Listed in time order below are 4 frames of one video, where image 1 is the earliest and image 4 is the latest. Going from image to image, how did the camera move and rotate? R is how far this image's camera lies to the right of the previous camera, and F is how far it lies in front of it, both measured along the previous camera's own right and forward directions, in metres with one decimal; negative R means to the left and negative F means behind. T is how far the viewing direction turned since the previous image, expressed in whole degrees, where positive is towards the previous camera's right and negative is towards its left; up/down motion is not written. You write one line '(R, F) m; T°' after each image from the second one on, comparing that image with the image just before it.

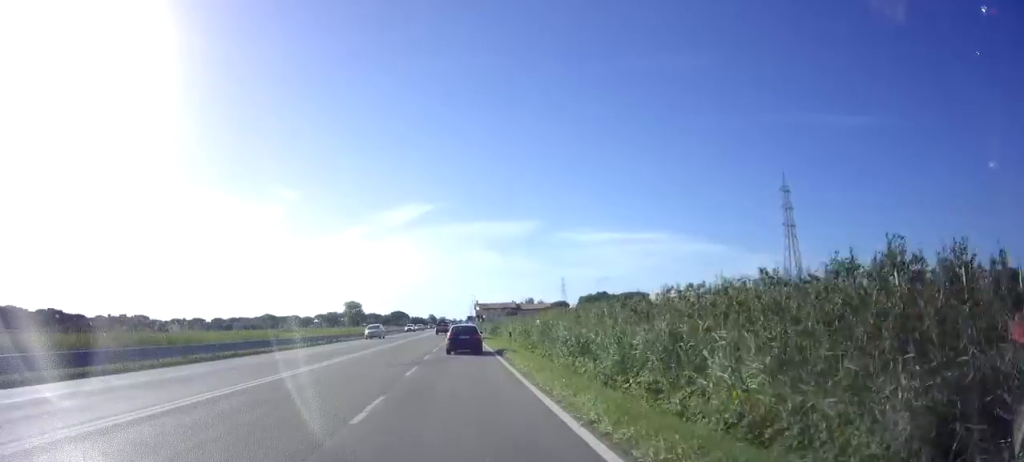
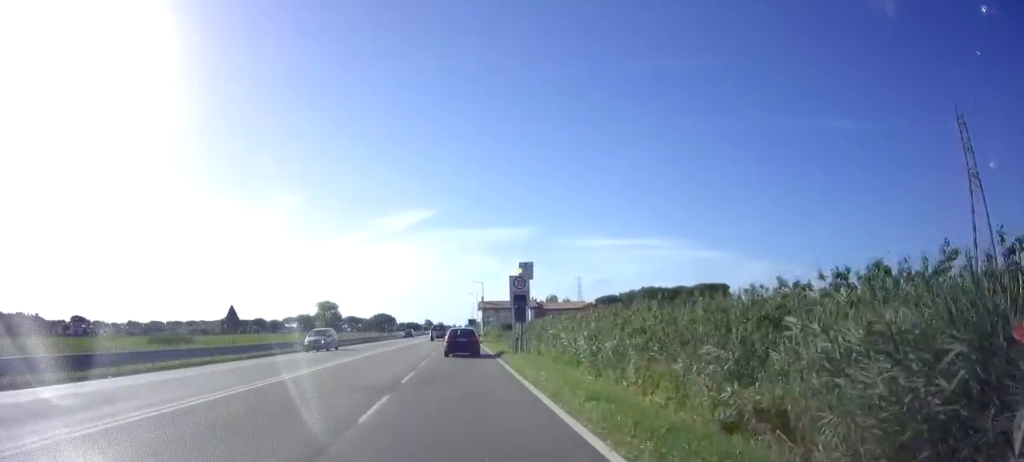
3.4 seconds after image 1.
(-0.3, +63.8) m; 0°
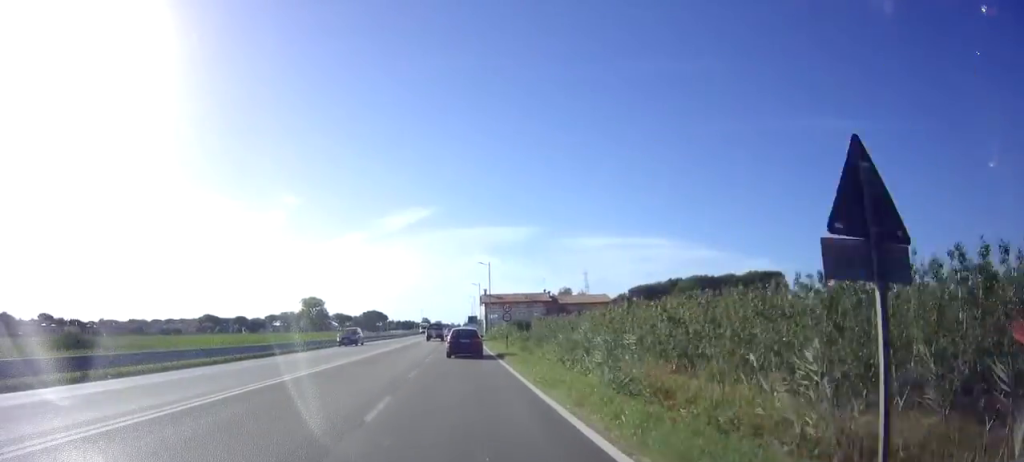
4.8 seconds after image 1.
(0.0, +26.1) m; 0°
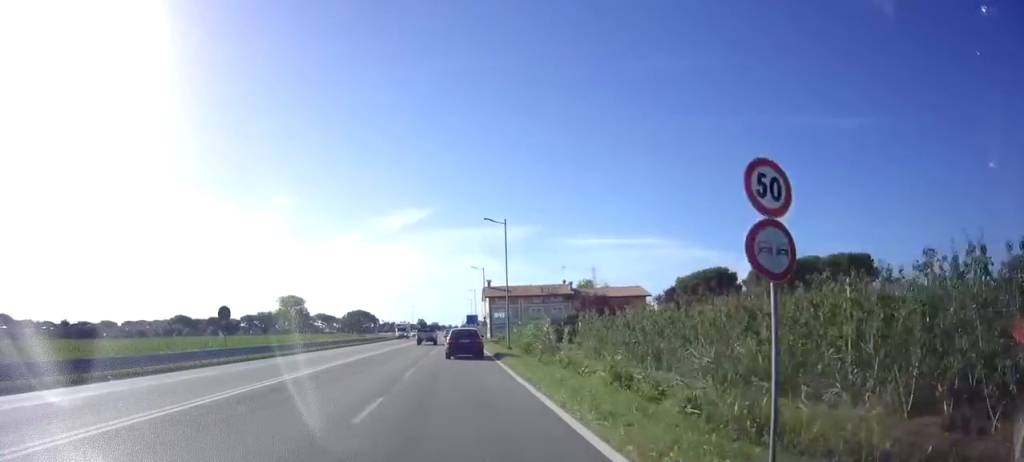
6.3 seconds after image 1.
(-0.1, +28.4) m; -1°
